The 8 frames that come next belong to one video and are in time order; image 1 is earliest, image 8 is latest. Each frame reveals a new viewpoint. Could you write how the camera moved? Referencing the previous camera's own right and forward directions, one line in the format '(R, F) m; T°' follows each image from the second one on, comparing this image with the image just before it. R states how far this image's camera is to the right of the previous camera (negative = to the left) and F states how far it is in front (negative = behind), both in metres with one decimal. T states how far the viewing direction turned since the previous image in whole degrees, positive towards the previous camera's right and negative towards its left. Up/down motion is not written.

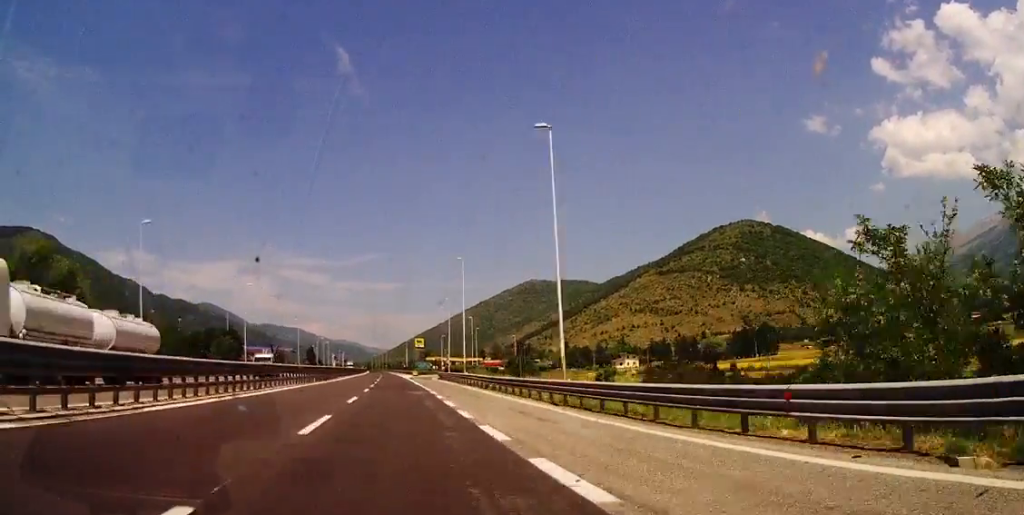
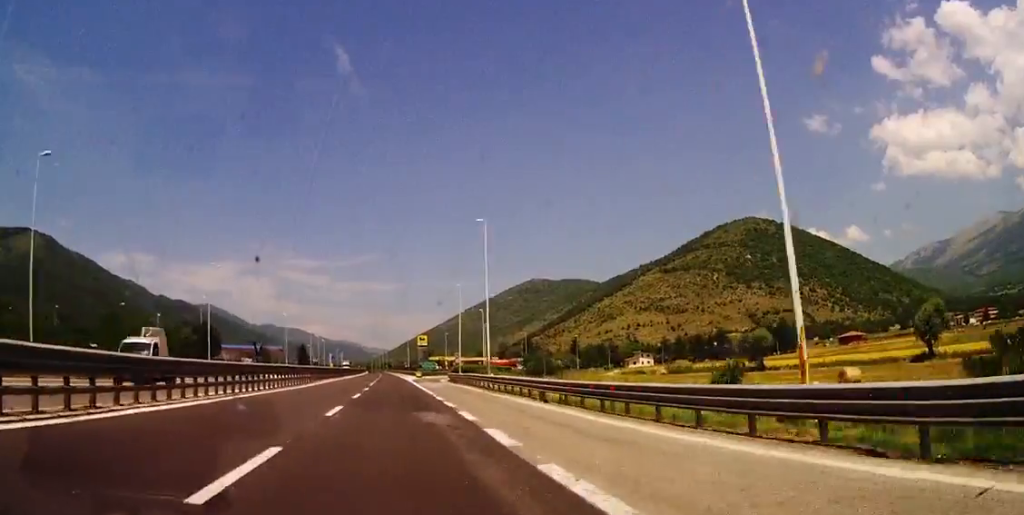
(-0.1, +18.4) m; 0°
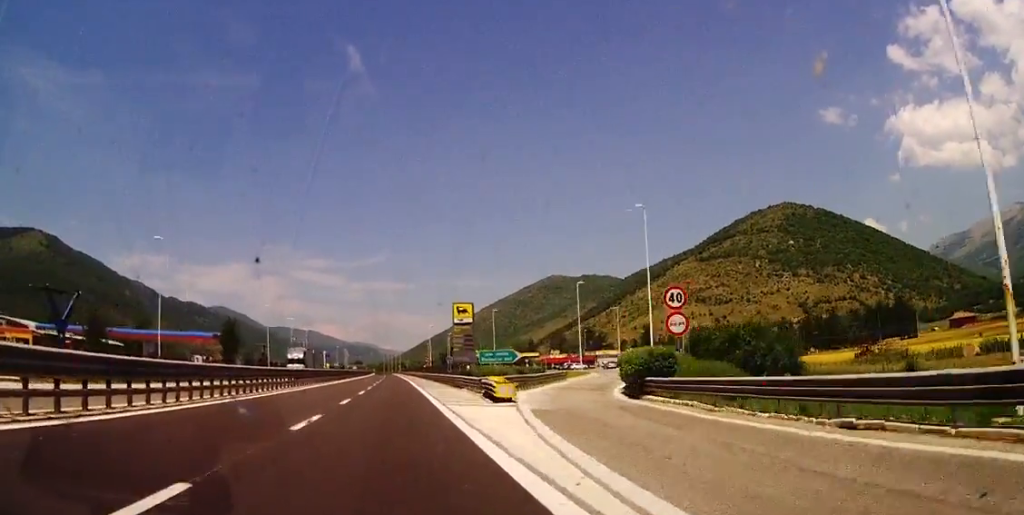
(+0.3, +84.1) m; -1°
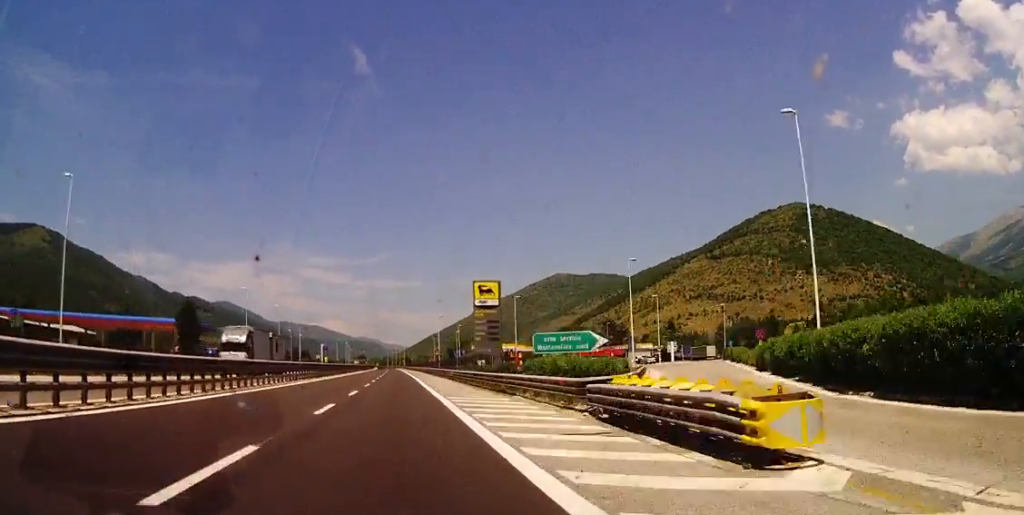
(-0.1, +20.3) m; 0°
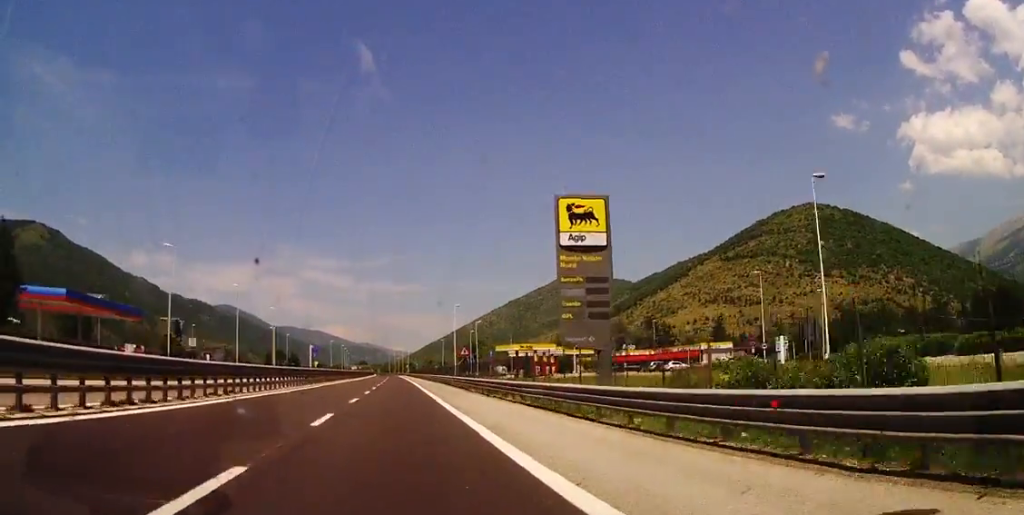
(0.0, +36.3) m; 0°
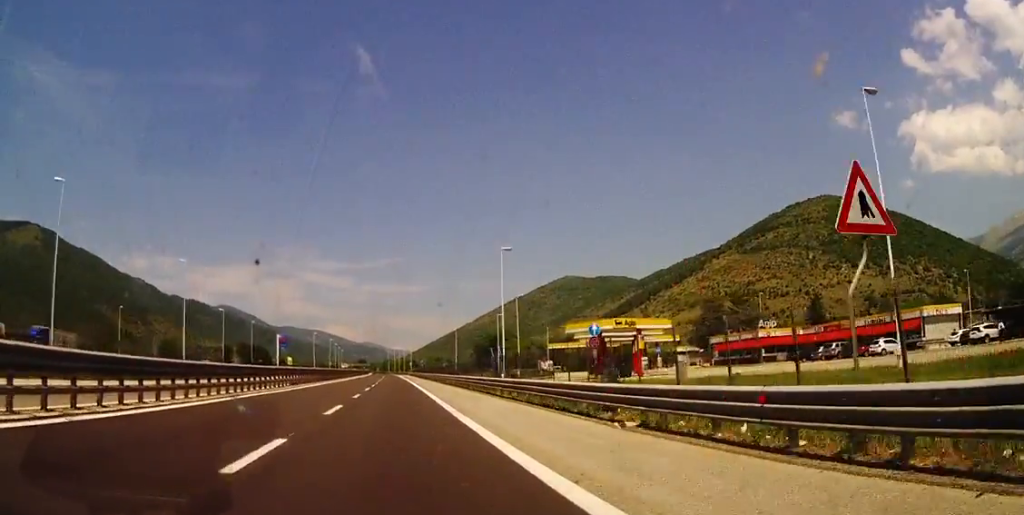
(-0.6, +53.3) m; 0°
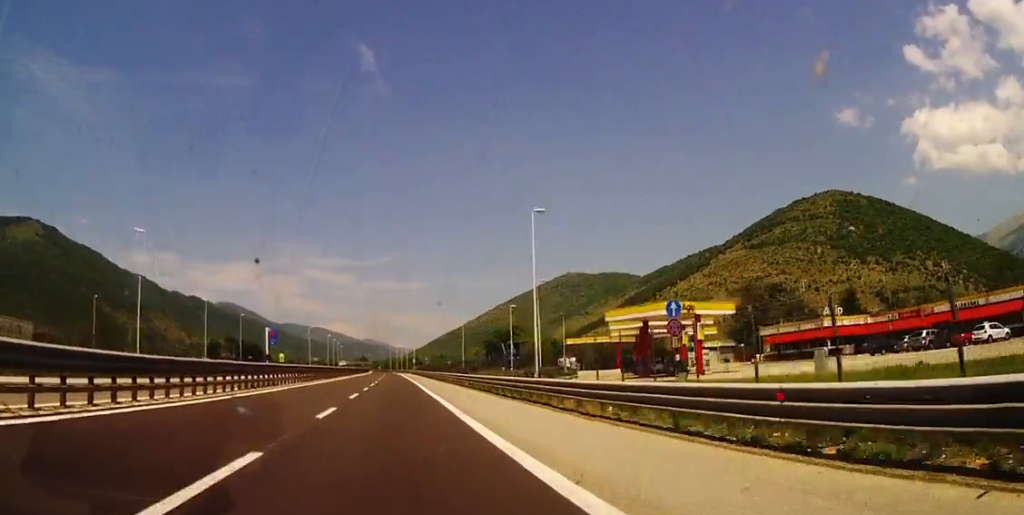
(+0.3, +13.8) m; 0°
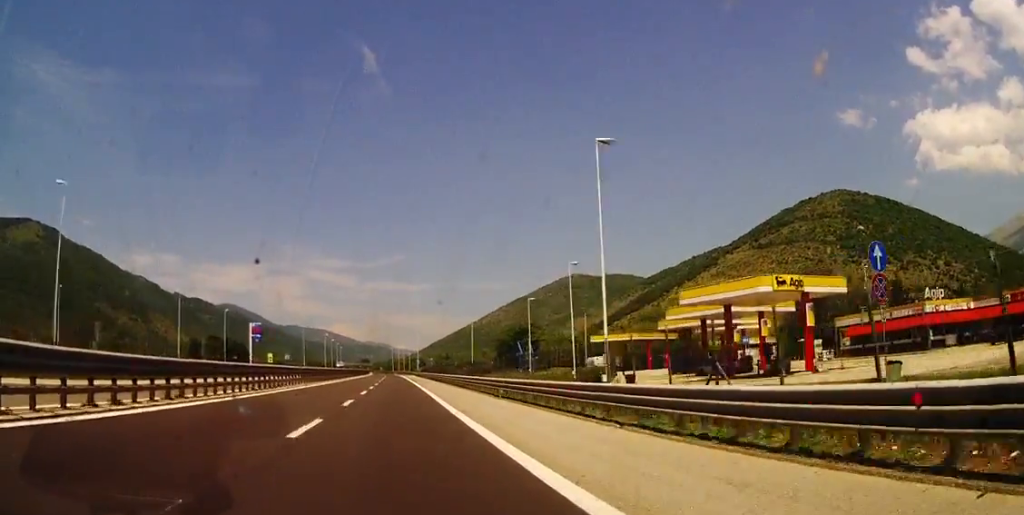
(+0.1, +15.9) m; 0°
